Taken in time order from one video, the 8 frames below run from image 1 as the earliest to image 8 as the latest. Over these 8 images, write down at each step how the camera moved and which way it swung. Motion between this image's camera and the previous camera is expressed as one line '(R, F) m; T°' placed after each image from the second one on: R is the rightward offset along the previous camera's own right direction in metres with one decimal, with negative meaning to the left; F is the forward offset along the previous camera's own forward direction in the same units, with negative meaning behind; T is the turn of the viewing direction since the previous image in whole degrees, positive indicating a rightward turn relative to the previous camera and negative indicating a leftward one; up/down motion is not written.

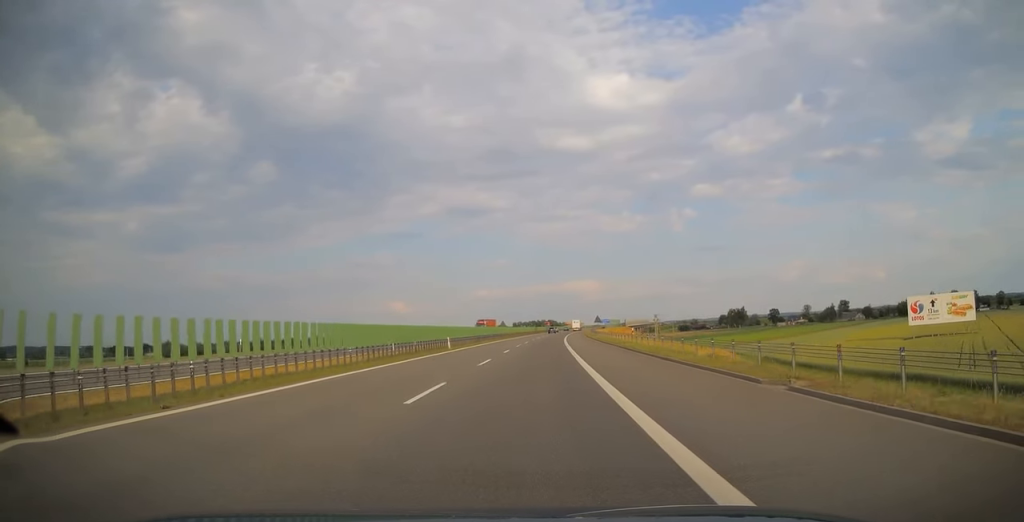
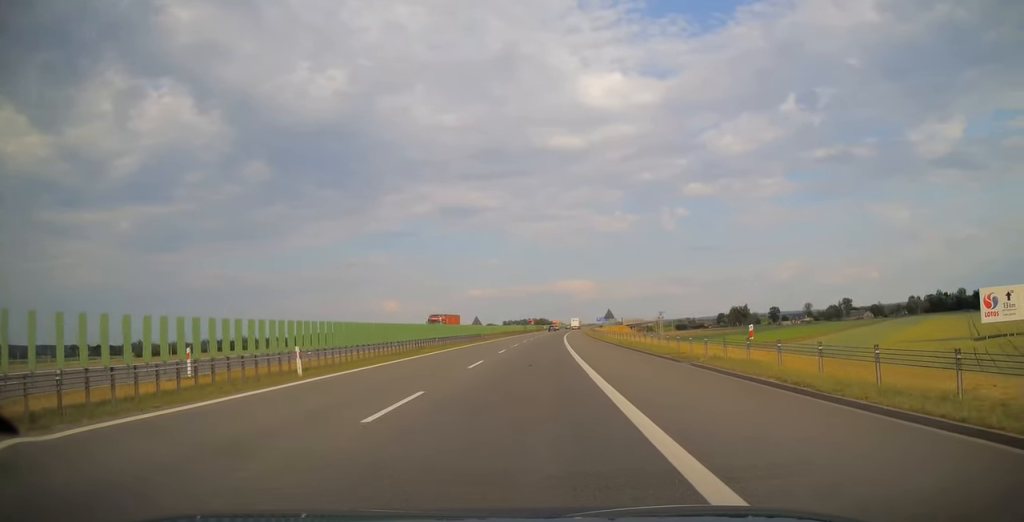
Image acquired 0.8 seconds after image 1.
(+0.1, +26.5) m; +1°
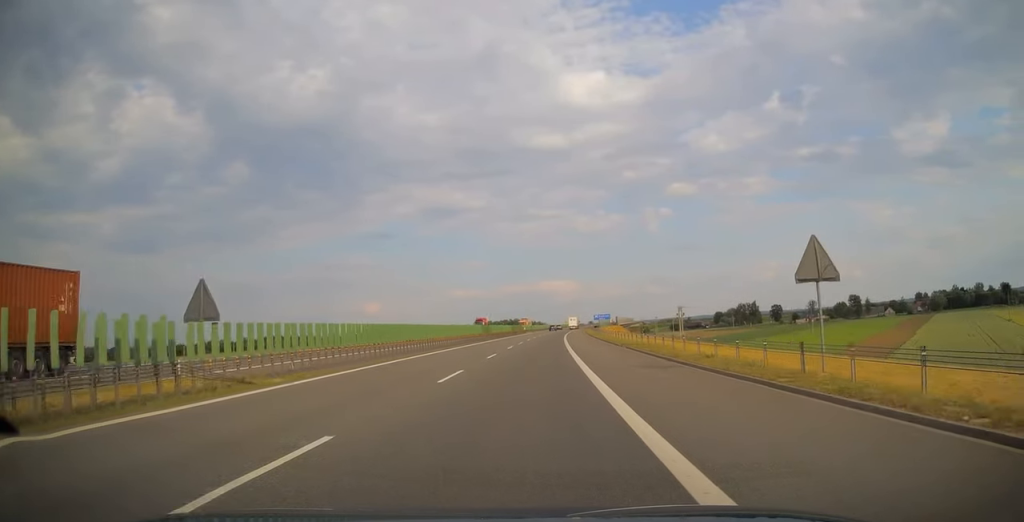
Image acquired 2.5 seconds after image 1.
(+0.8, +53.5) m; +2°
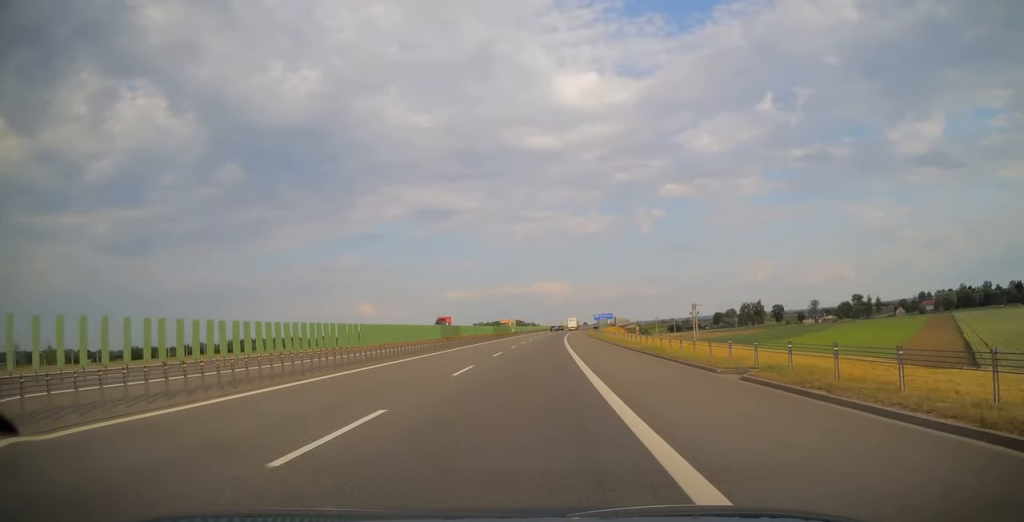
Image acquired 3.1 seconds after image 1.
(0.0, +21.6) m; +1°
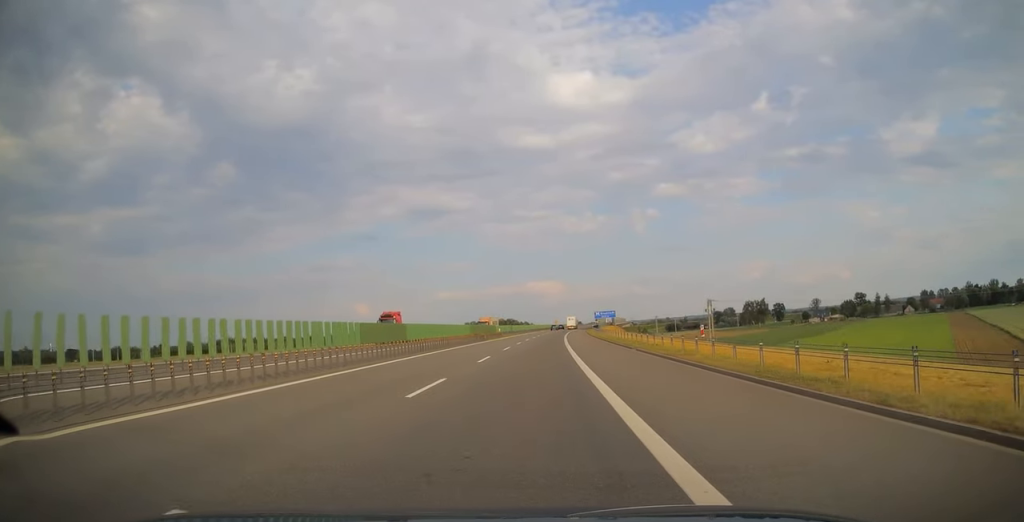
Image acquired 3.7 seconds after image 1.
(+0.1, +17.9) m; +1°
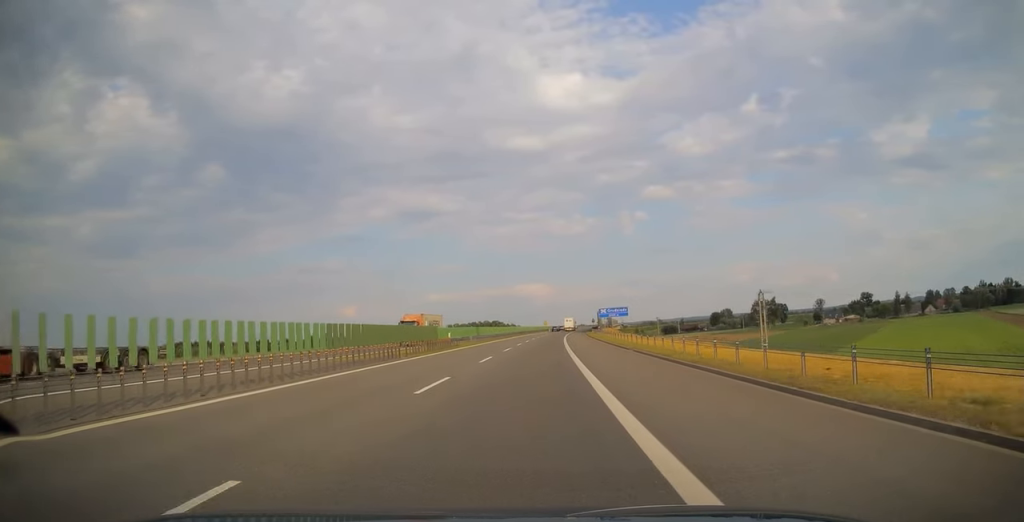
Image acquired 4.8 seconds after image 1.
(+0.4, +35.2) m; +1°
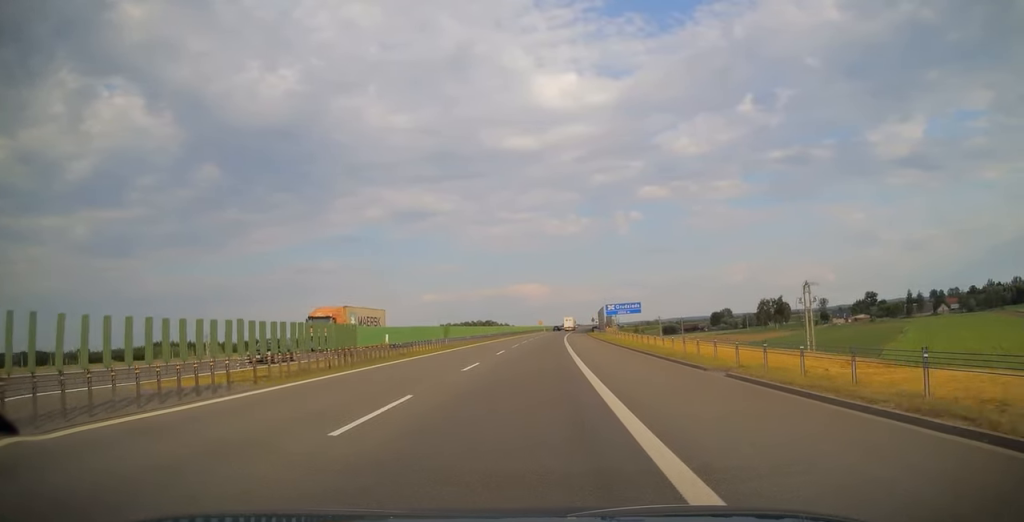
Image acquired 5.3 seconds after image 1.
(0.0, +17.3) m; +1°
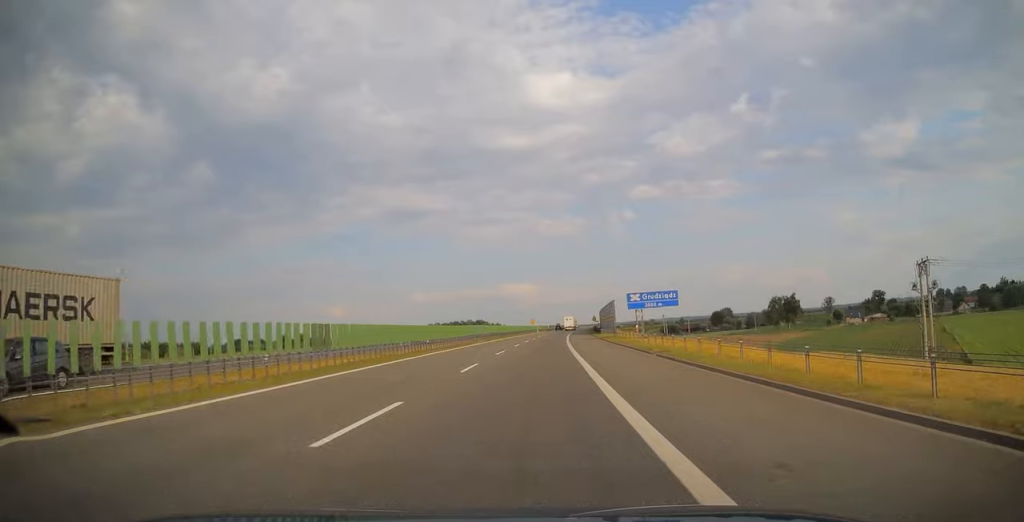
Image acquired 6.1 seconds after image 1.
(+0.3, +24.9) m; +1°
